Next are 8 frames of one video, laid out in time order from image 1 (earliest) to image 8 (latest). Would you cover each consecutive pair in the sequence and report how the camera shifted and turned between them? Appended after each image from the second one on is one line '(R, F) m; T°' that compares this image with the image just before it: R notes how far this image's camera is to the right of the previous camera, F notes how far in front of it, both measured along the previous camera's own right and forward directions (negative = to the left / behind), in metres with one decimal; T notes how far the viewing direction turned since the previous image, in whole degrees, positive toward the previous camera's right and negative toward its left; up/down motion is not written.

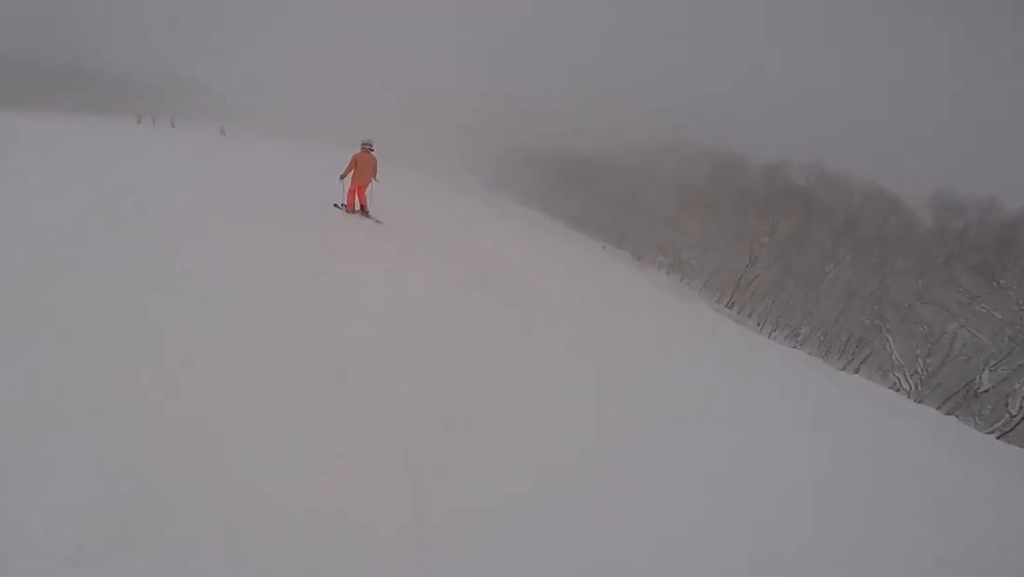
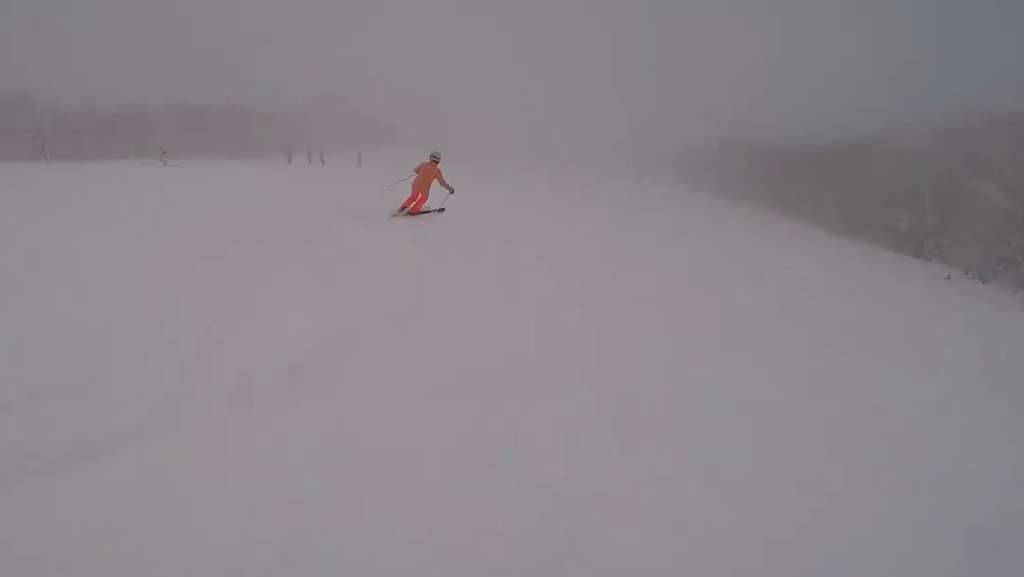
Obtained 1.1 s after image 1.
(-1.3, +8.6) m; -8°
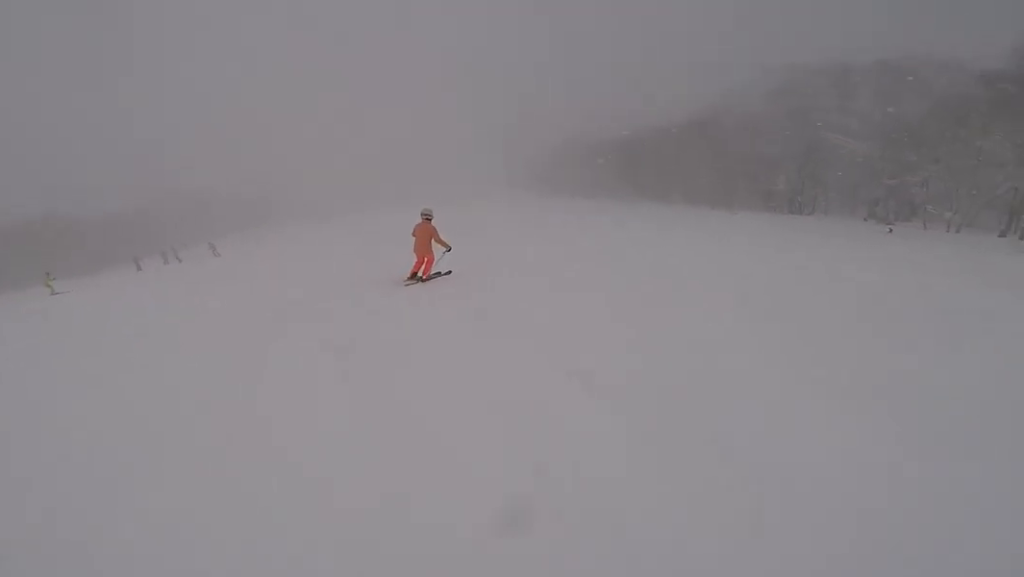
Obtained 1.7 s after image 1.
(-0.2, +4.4) m; +1°
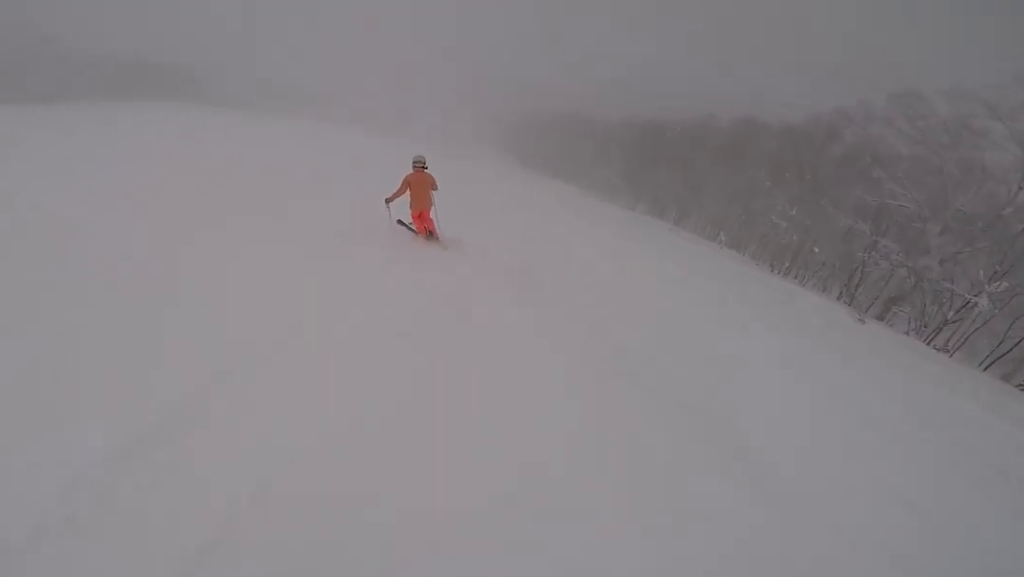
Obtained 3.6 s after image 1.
(+0.3, +15.5) m; -11°
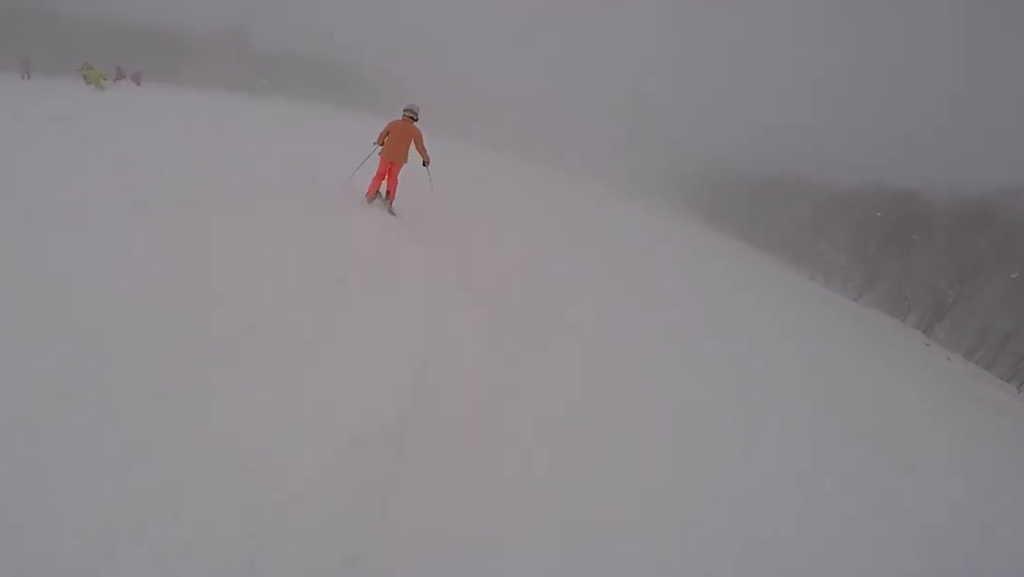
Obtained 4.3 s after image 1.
(-0.7, +5.4) m; -5°
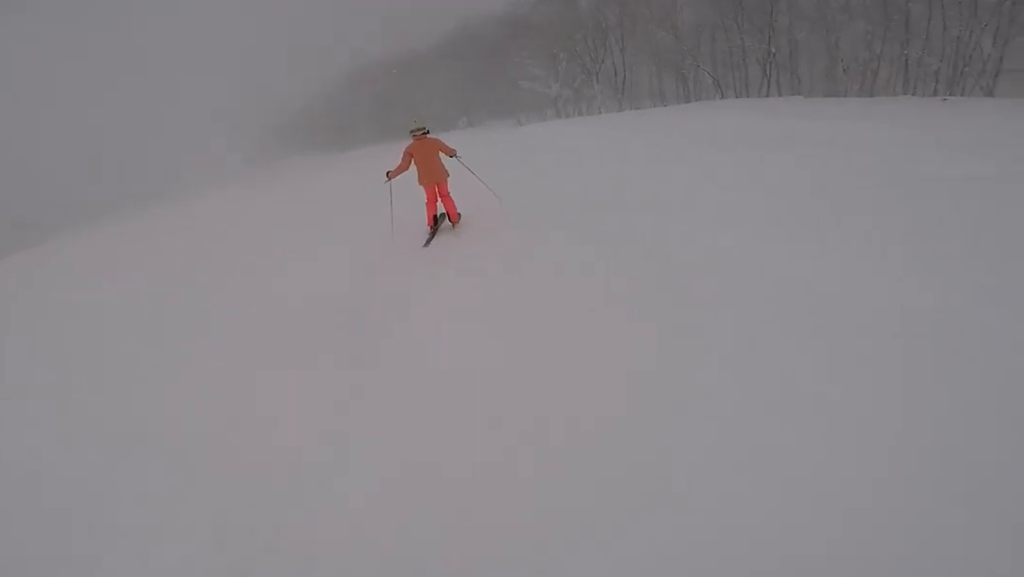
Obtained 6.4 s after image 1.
(+1.0, +17.0) m; +22°
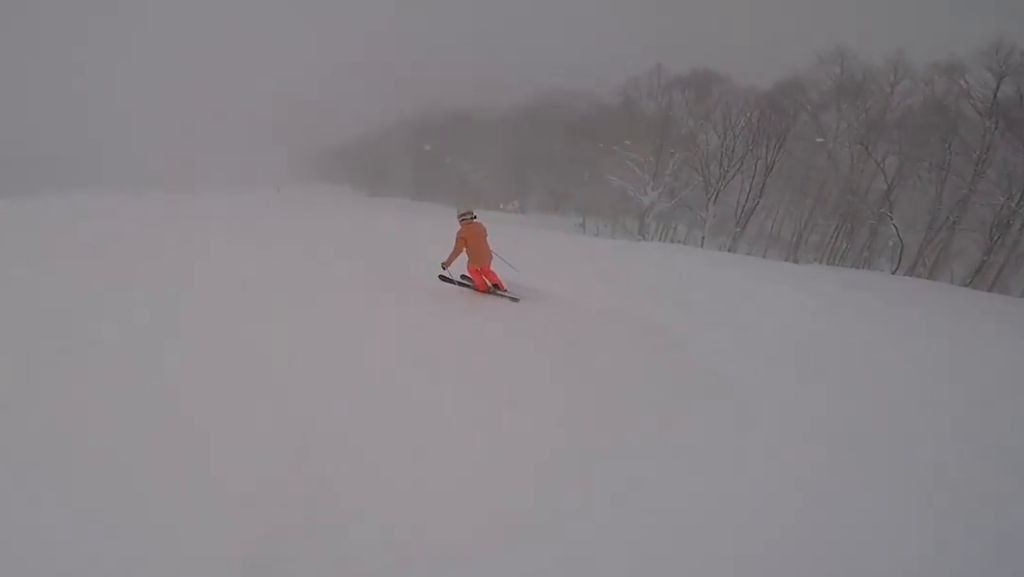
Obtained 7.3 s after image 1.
(+1.3, +6.5) m; +4°
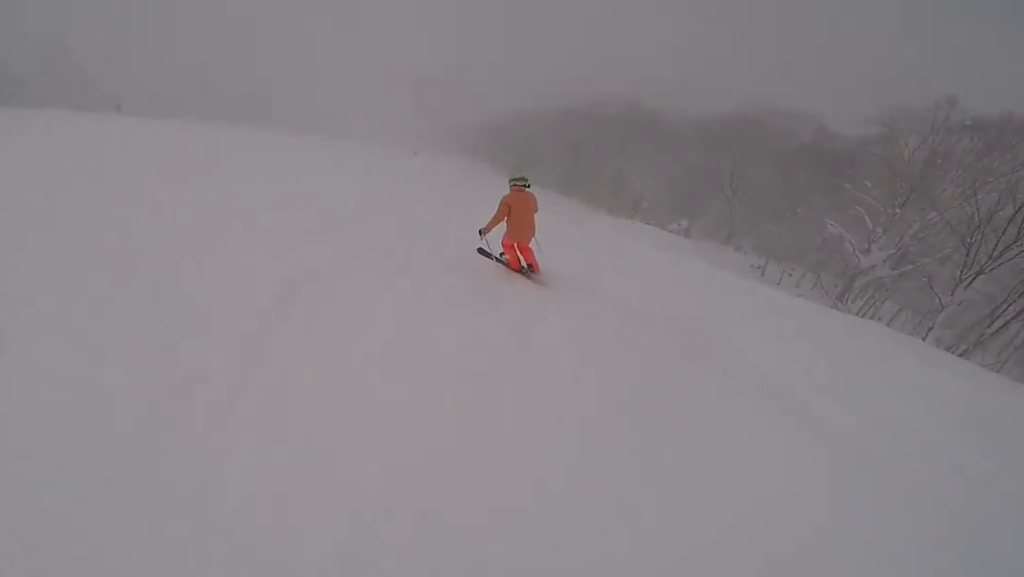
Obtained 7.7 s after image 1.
(+0.2, +3.0) m; -3°
